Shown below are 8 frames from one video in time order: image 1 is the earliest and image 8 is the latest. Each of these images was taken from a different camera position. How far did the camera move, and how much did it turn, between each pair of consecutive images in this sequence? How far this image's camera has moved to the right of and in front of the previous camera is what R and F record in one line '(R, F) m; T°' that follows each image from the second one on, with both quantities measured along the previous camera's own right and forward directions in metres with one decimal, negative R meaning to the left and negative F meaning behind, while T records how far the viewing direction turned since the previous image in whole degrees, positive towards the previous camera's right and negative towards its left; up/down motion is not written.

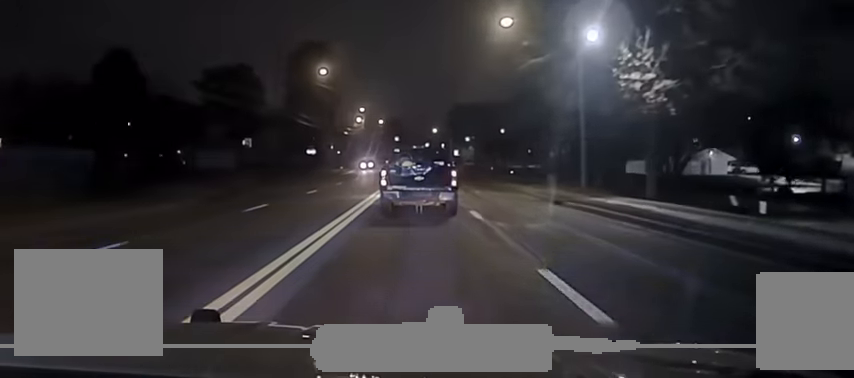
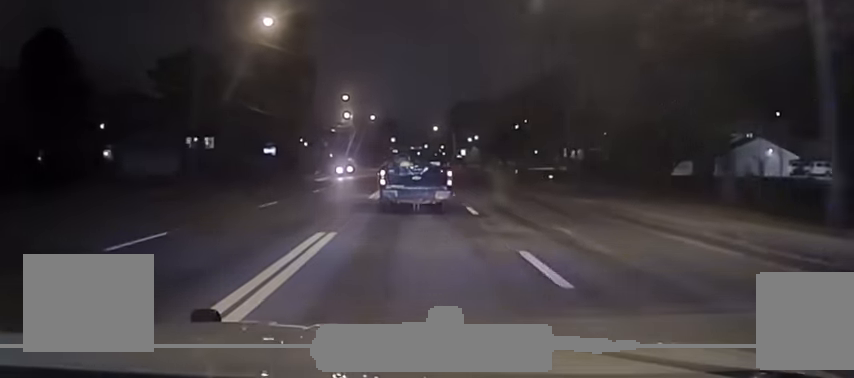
(0.0, +22.3) m; +1°
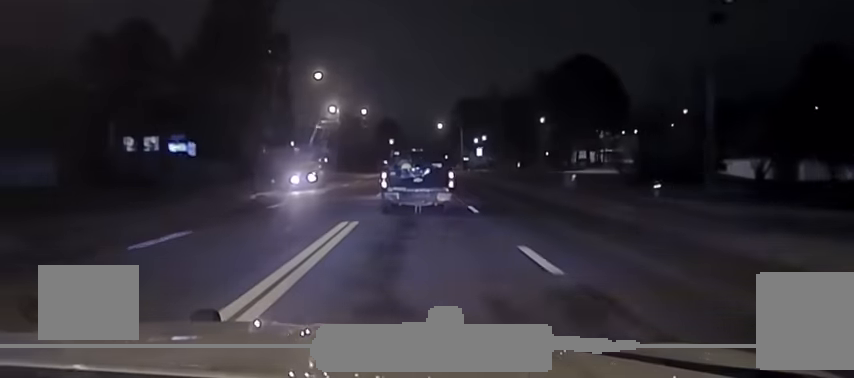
(+0.2, +21.9) m; -1°
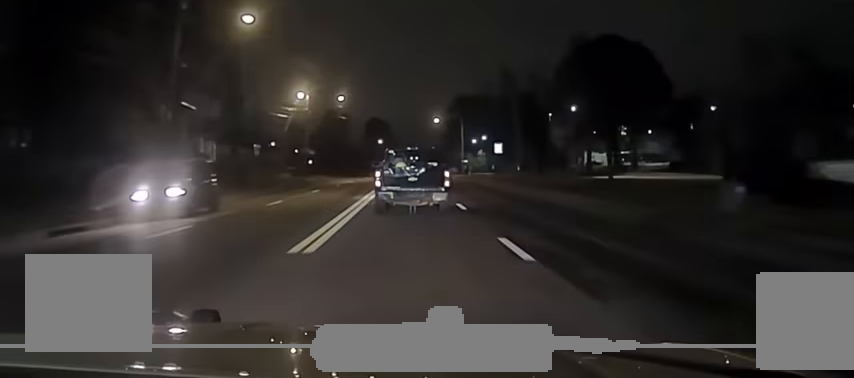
(-0.5, +22.6) m; 0°
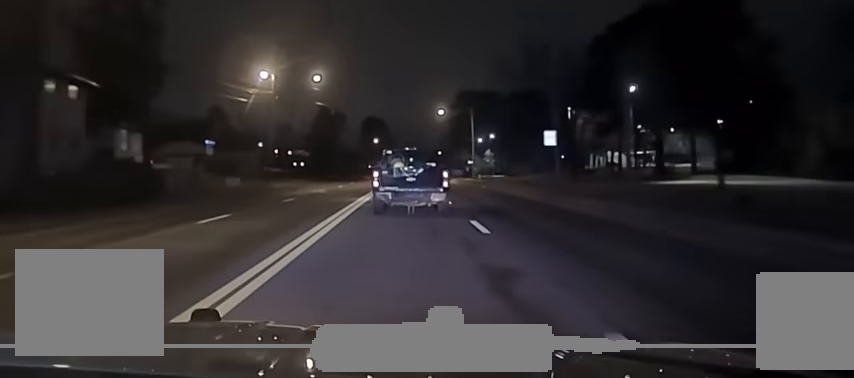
(+0.5, +20.5) m; +1°
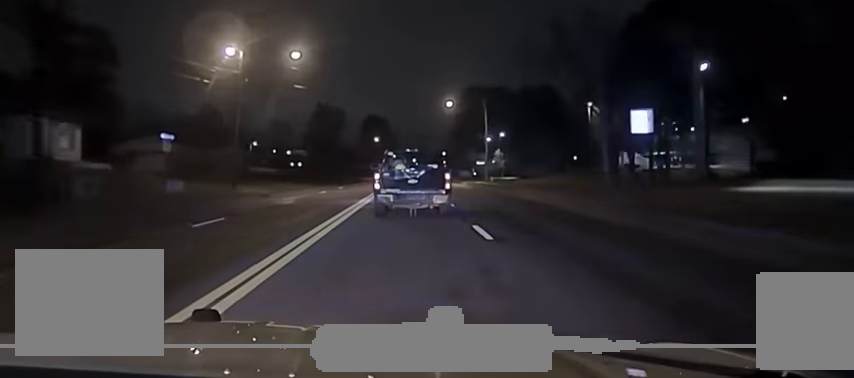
(0.0, +12.3) m; 0°
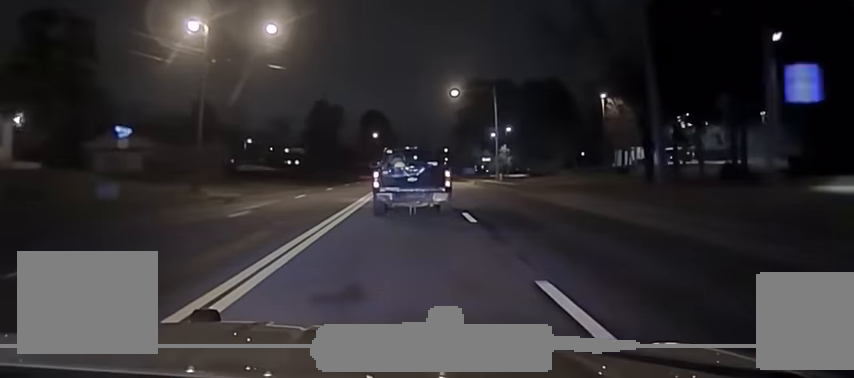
(0.0, +8.7) m; 0°
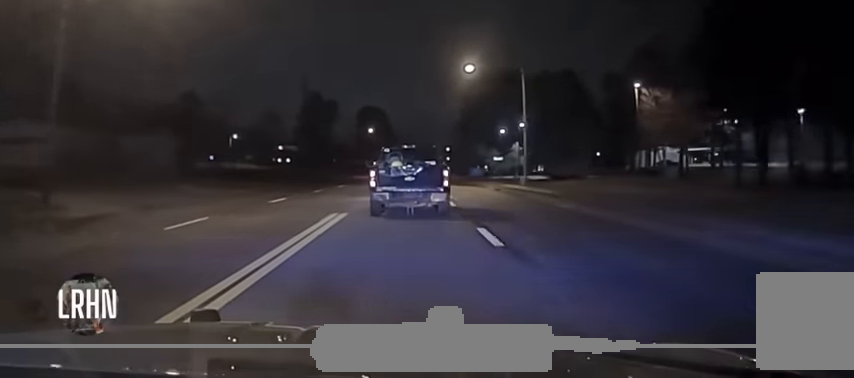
(0.0, +16.7) m; 0°
